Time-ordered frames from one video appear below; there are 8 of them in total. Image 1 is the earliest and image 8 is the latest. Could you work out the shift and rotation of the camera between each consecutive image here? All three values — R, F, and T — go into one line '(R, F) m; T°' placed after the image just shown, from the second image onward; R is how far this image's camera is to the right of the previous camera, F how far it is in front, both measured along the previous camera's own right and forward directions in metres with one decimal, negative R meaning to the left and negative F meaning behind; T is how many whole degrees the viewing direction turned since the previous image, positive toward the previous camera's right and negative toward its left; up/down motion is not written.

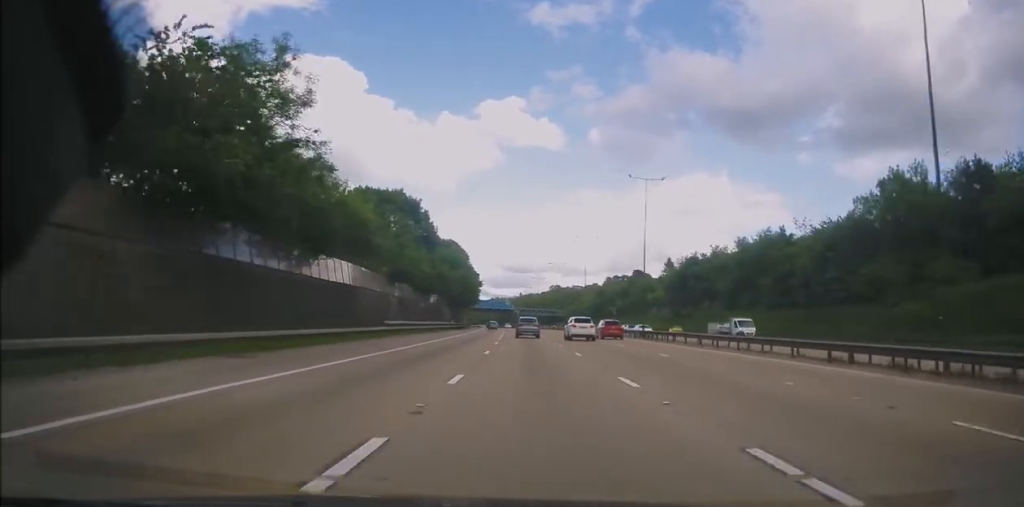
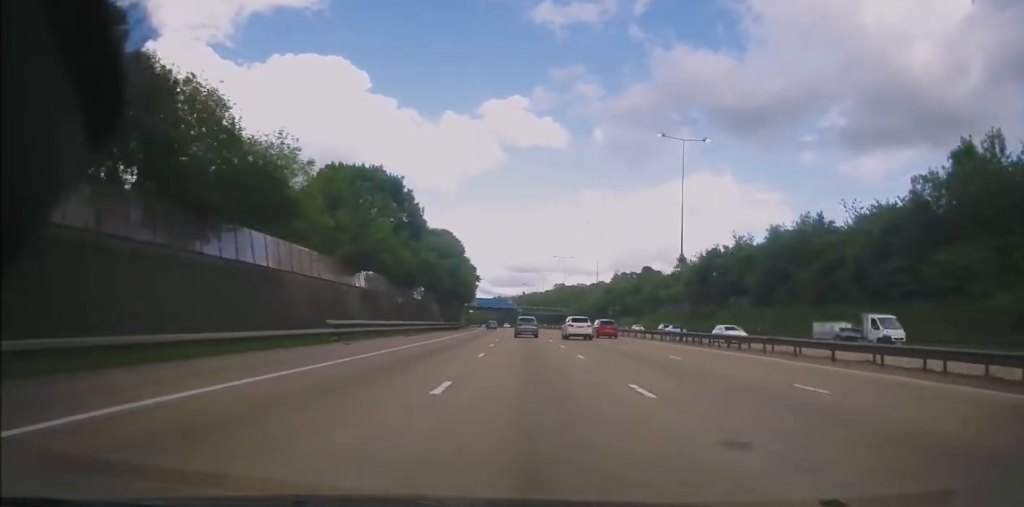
(0.0, +13.2) m; 0°
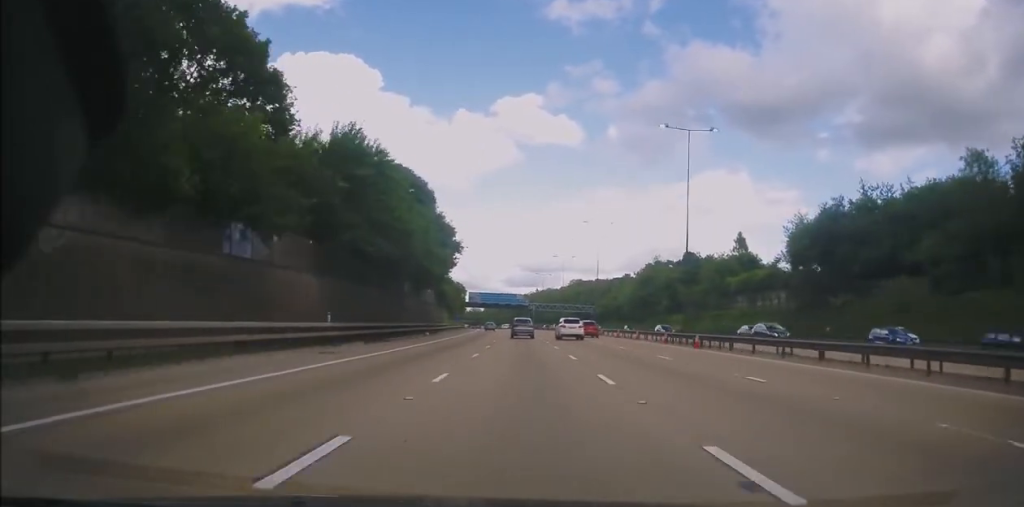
(-0.6, +44.1) m; -3°
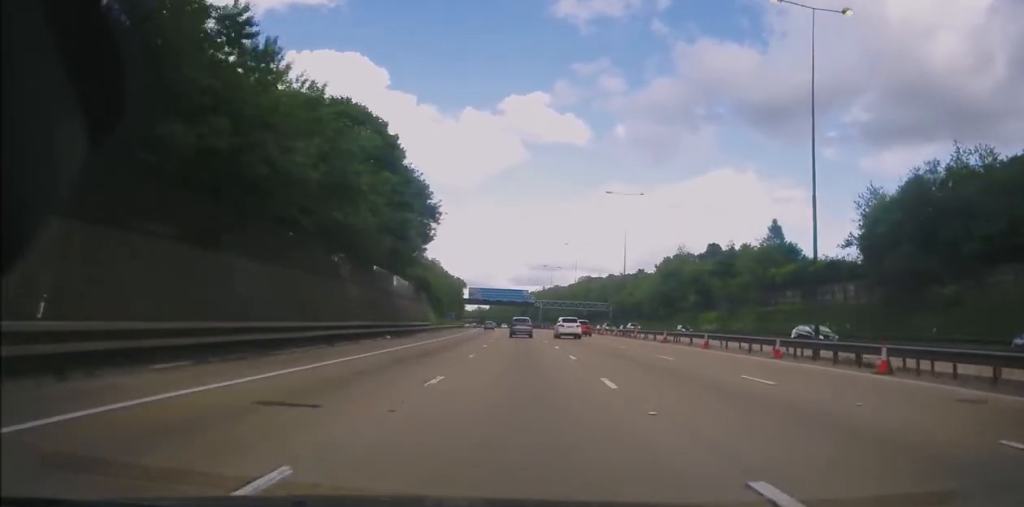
(-0.3, +18.7) m; 0°
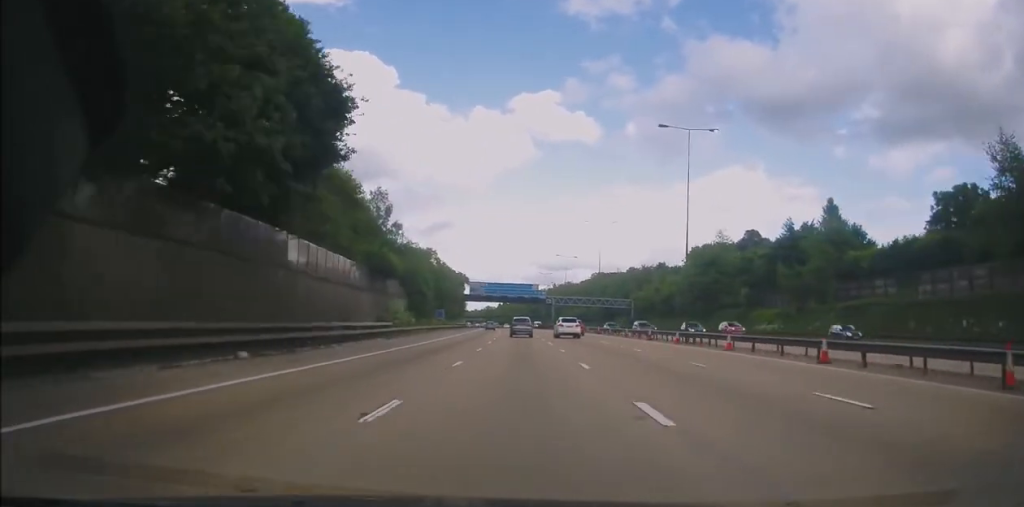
(-0.1, +22.6) m; 0°
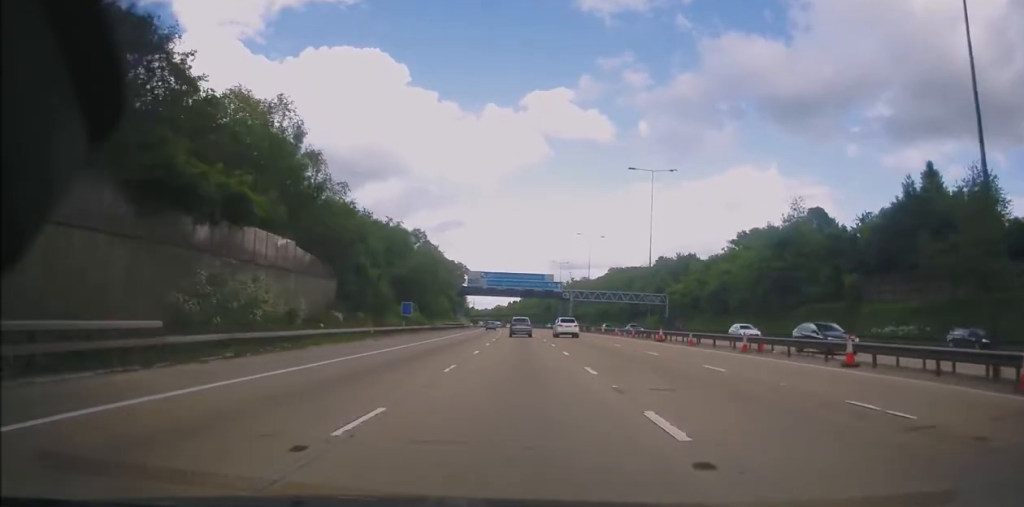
(+0.1, +29.4) m; -1°
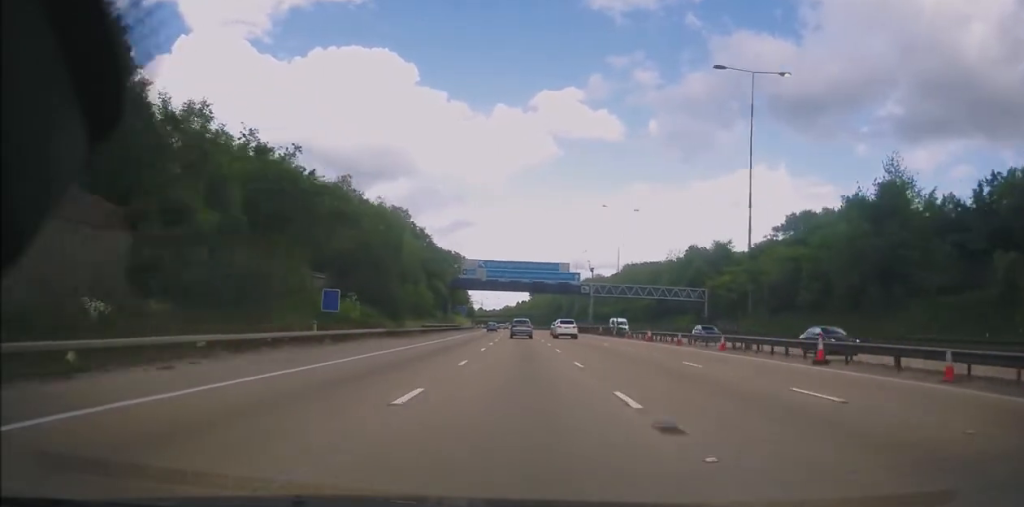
(-0.3, +23.7) m; -2°
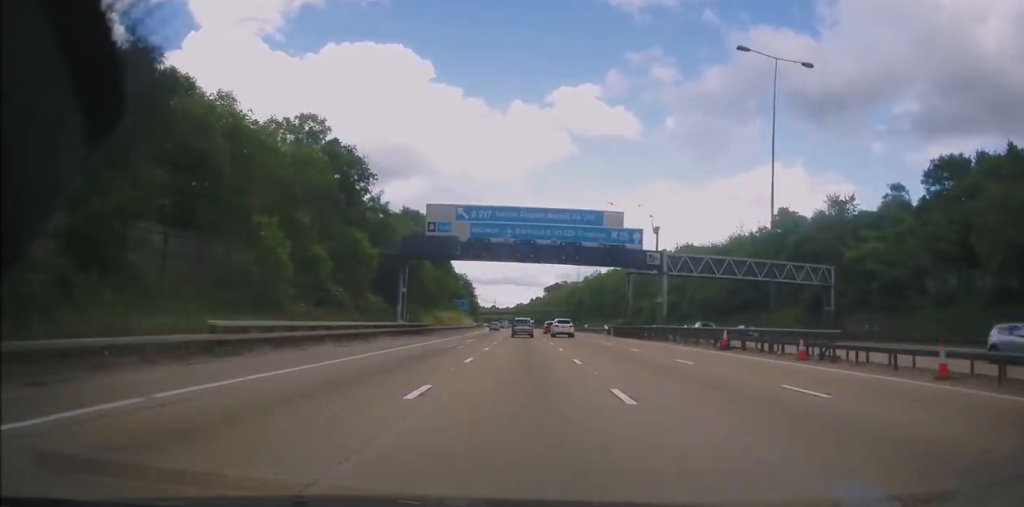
(-0.7, +43.5) m; -1°
